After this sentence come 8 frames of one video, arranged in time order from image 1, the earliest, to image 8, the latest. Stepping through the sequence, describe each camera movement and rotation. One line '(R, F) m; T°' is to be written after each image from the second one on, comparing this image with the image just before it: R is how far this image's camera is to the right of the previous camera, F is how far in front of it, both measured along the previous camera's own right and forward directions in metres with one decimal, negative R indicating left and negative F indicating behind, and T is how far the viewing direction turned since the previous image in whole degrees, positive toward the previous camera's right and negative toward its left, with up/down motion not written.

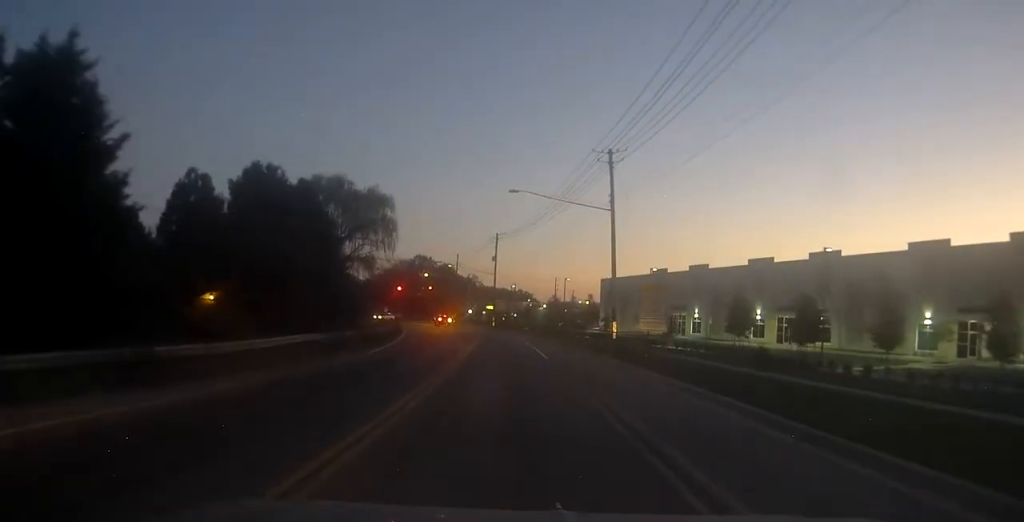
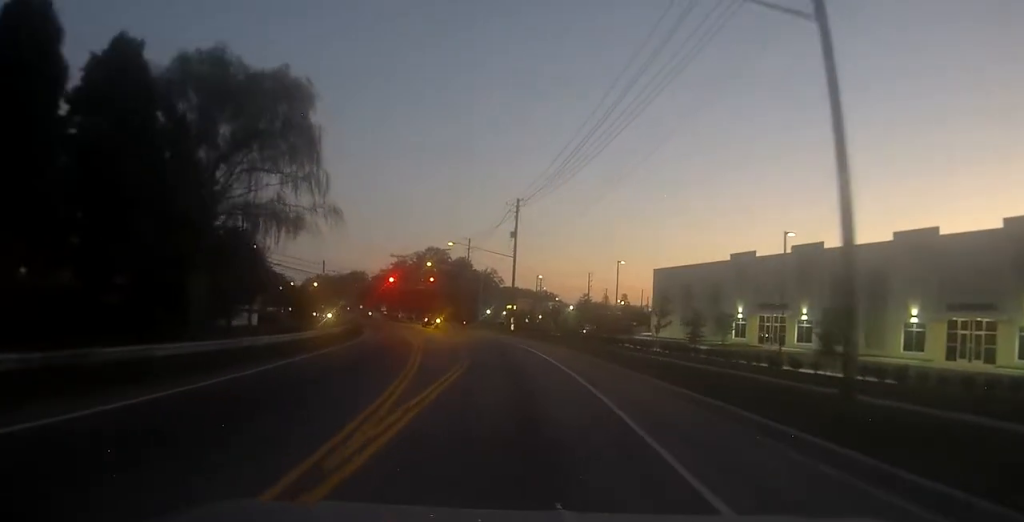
(-0.5, +28.0) m; -3°
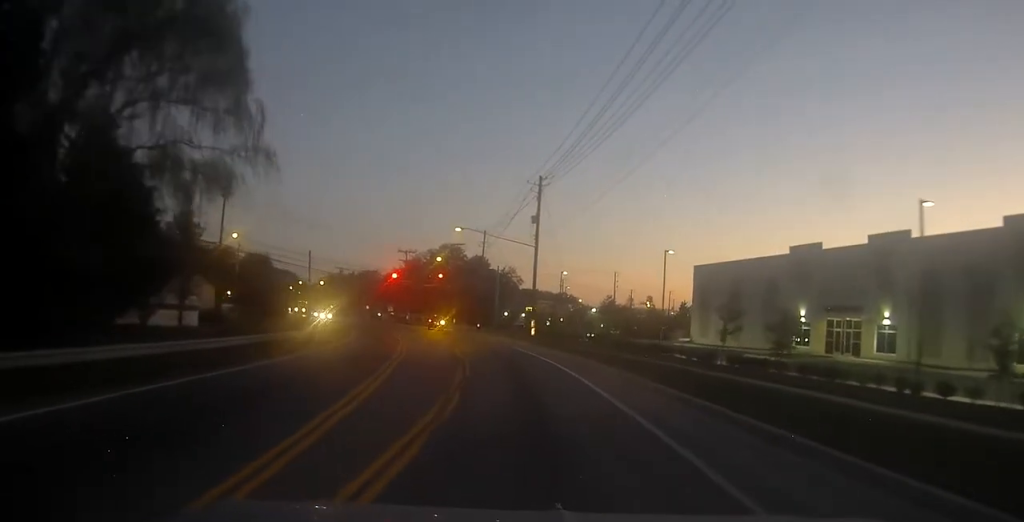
(-0.2, +11.8) m; -1°
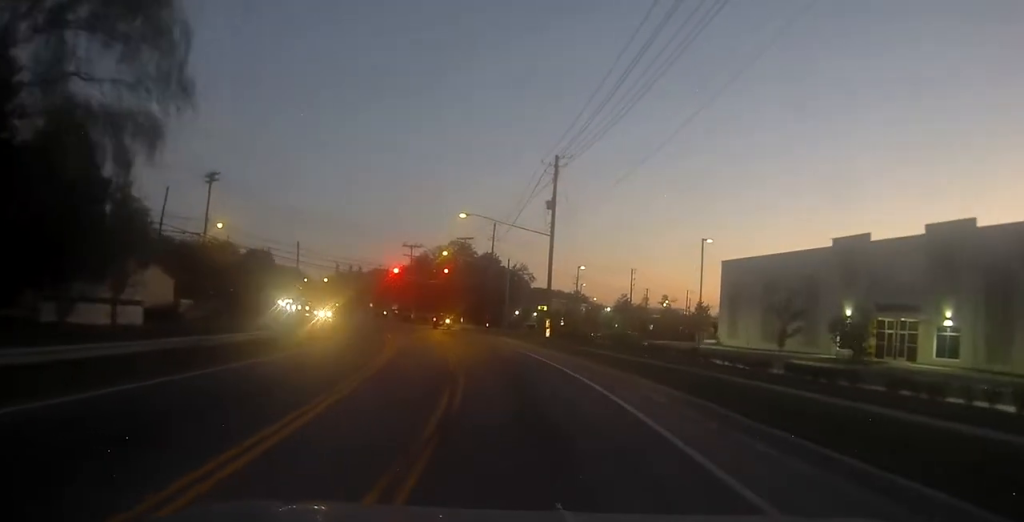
(0.0, +6.7) m; -1°
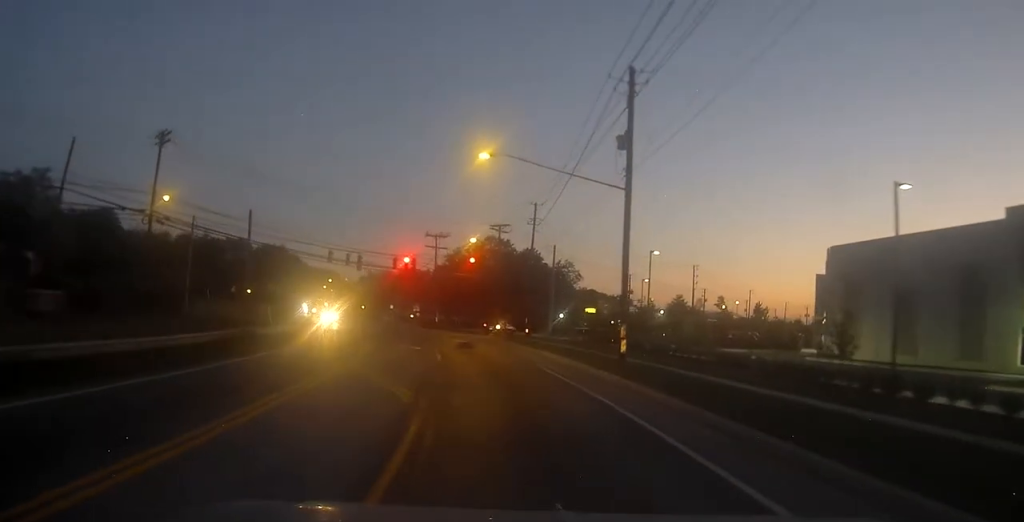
(-0.3, +18.0) m; -3°
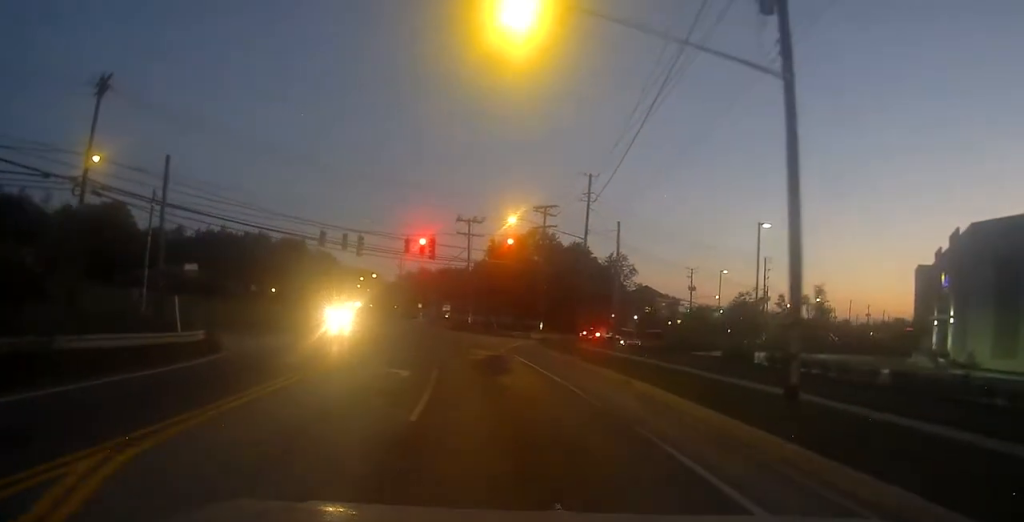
(-0.4, +15.0) m; -4°
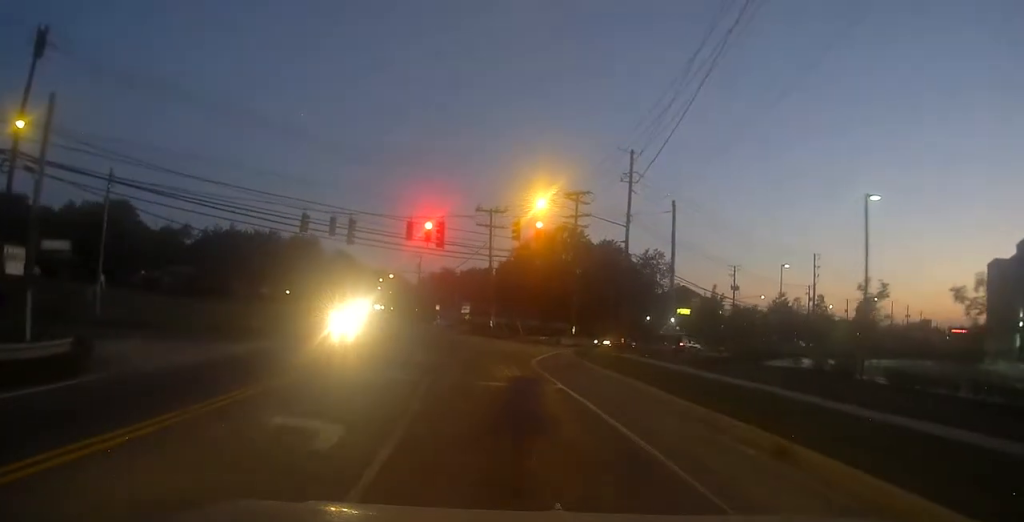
(-0.4, +9.4) m; -3°
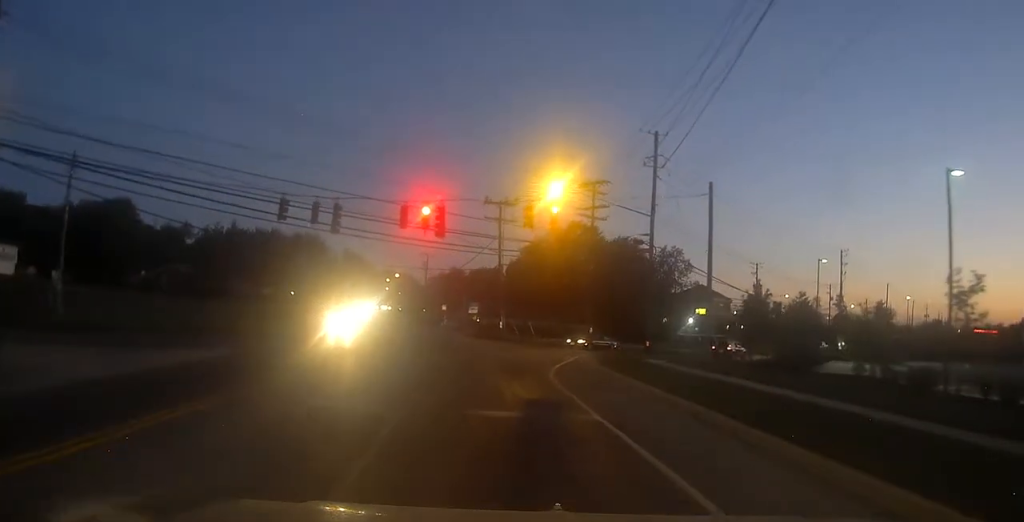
(-0.1, +5.4) m; -1°
